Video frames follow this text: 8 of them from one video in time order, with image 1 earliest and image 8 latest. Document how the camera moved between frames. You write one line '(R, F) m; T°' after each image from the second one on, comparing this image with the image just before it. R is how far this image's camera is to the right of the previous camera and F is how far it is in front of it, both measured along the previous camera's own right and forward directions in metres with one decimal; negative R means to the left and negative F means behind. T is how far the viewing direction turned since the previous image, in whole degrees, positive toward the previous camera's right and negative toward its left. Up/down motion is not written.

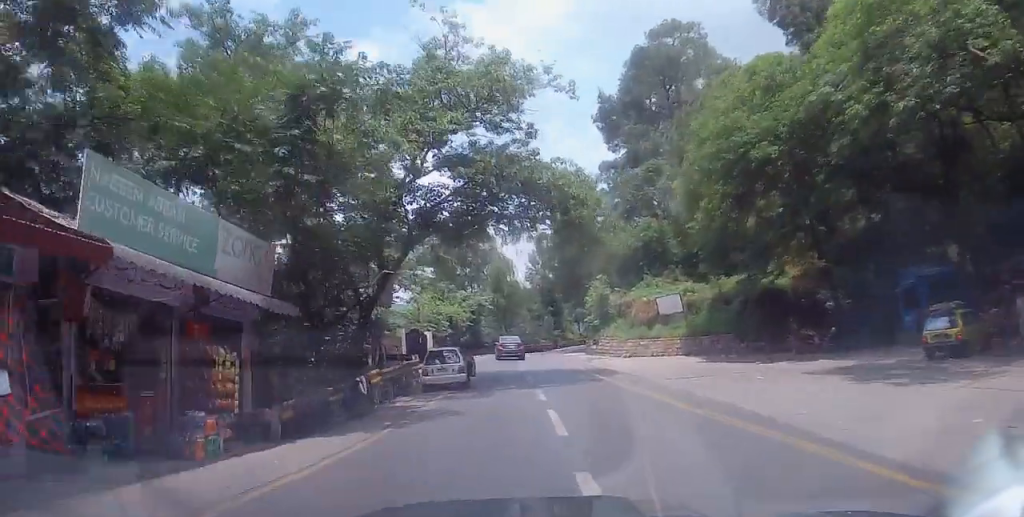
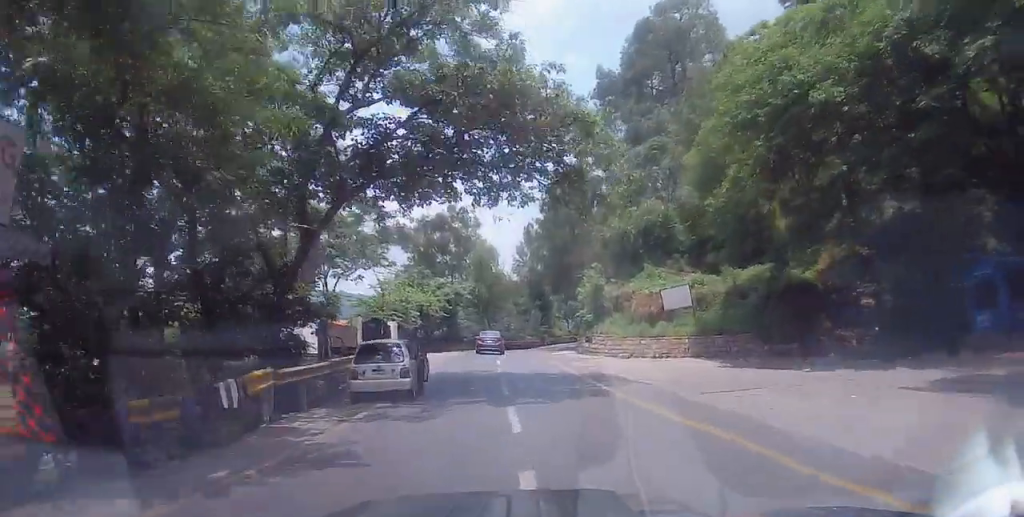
(-0.2, +4.5) m; -2°
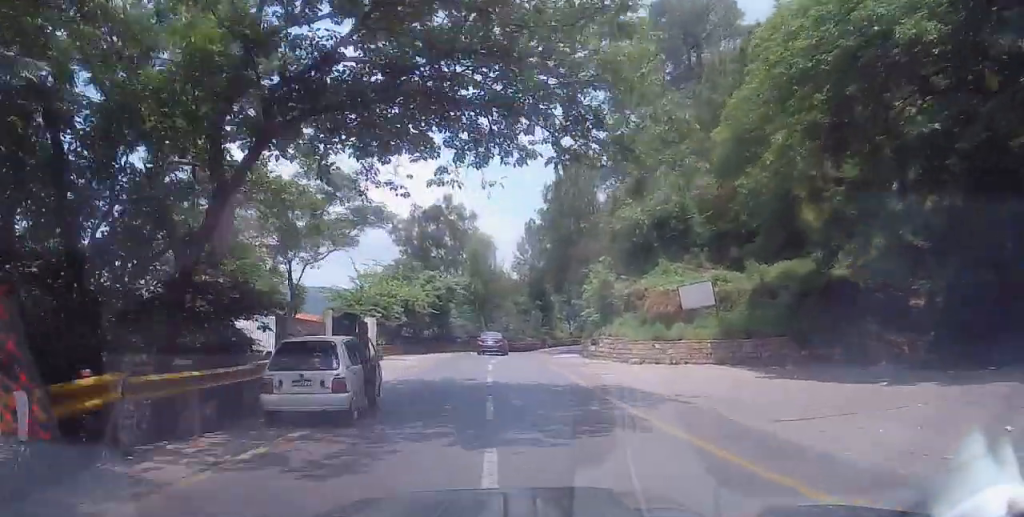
(-0.1, +4.4) m; -1°
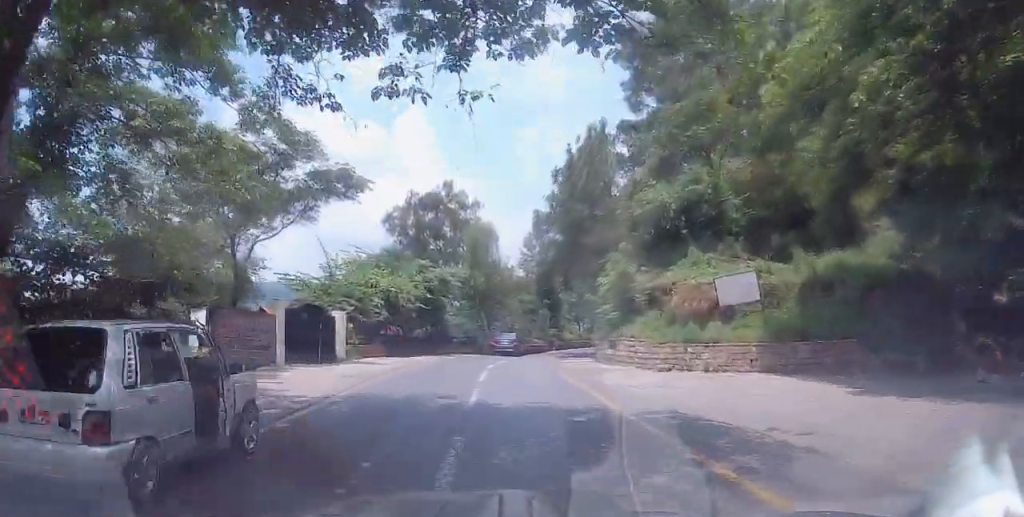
(0.0, +6.4) m; -1°
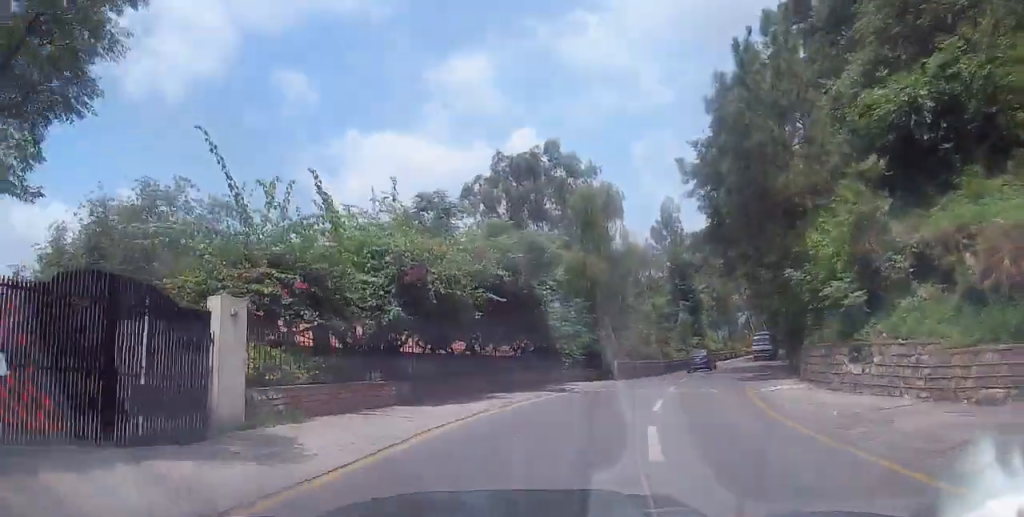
(-0.7, +17.3) m; -3°
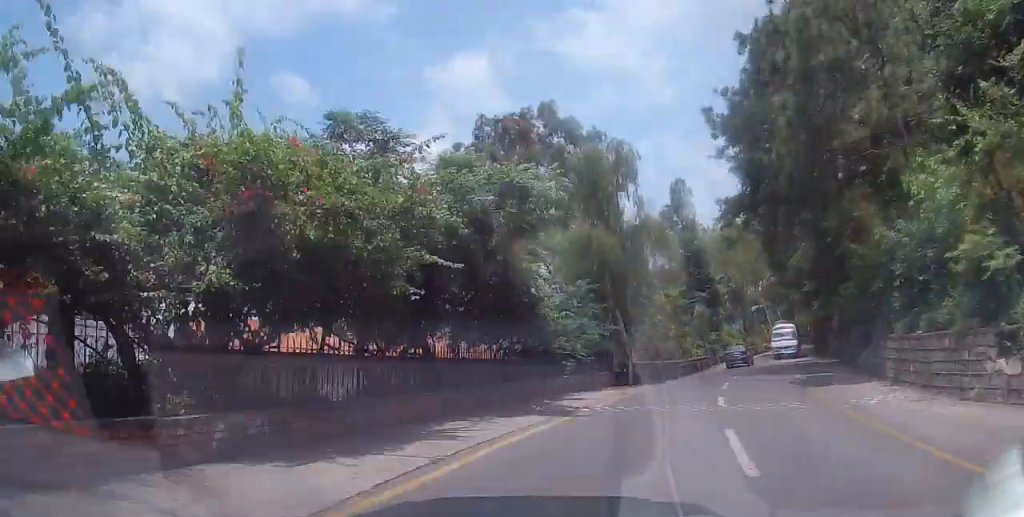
(0.0, +7.2) m; 0°
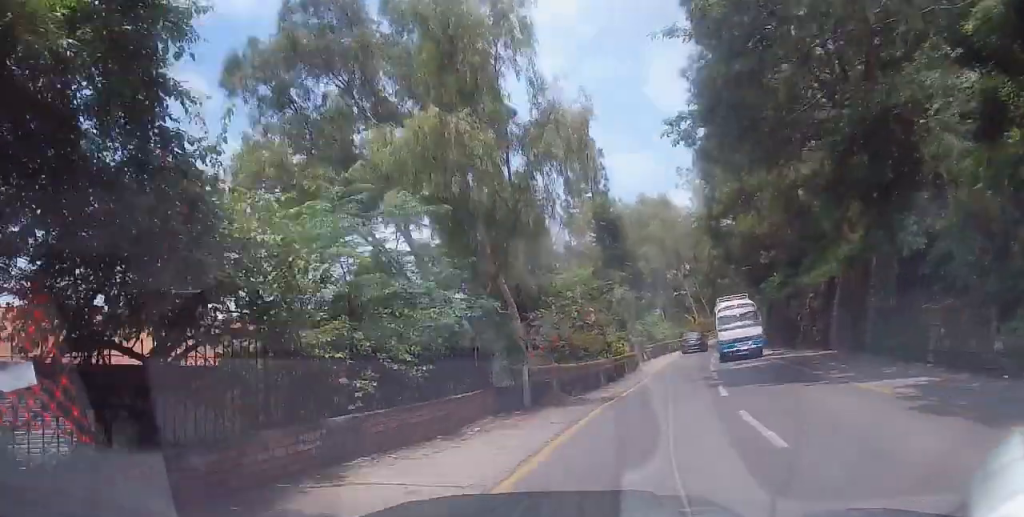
(+0.4, +12.4) m; +6°
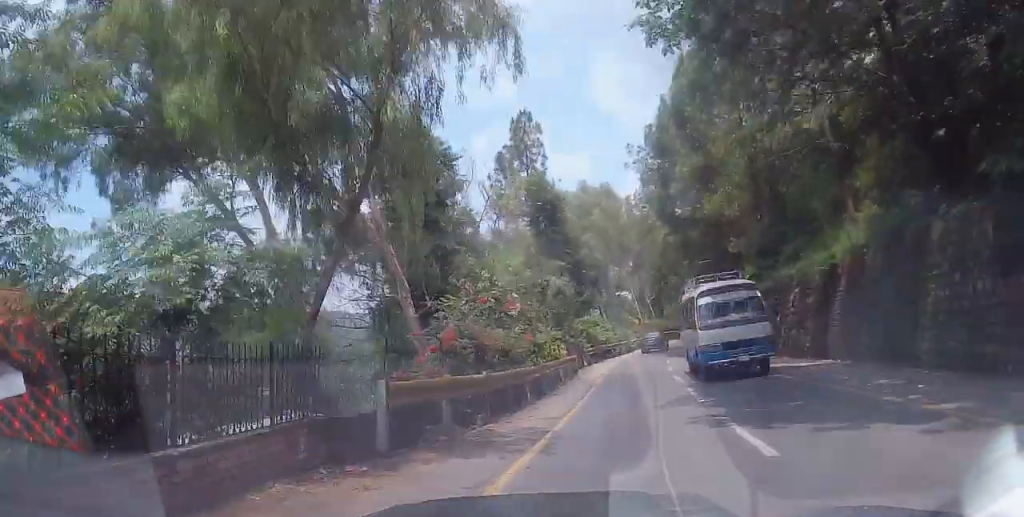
(+0.5, +7.0) m; +4°
